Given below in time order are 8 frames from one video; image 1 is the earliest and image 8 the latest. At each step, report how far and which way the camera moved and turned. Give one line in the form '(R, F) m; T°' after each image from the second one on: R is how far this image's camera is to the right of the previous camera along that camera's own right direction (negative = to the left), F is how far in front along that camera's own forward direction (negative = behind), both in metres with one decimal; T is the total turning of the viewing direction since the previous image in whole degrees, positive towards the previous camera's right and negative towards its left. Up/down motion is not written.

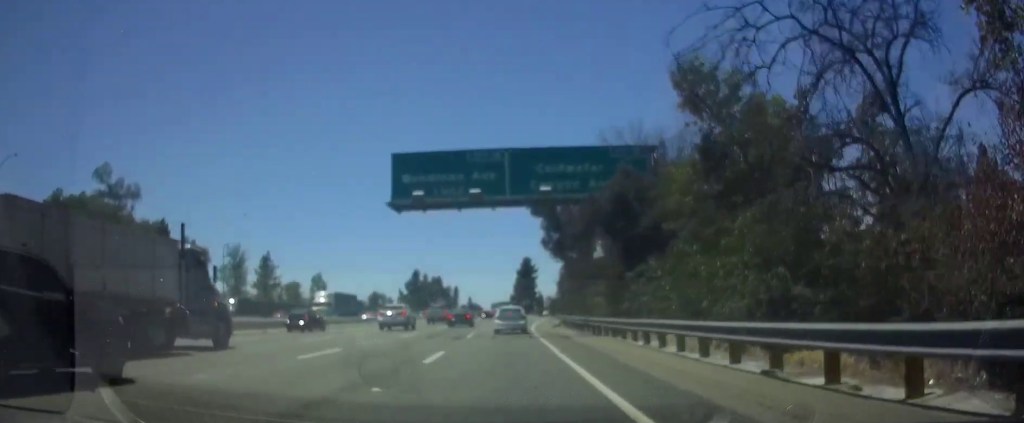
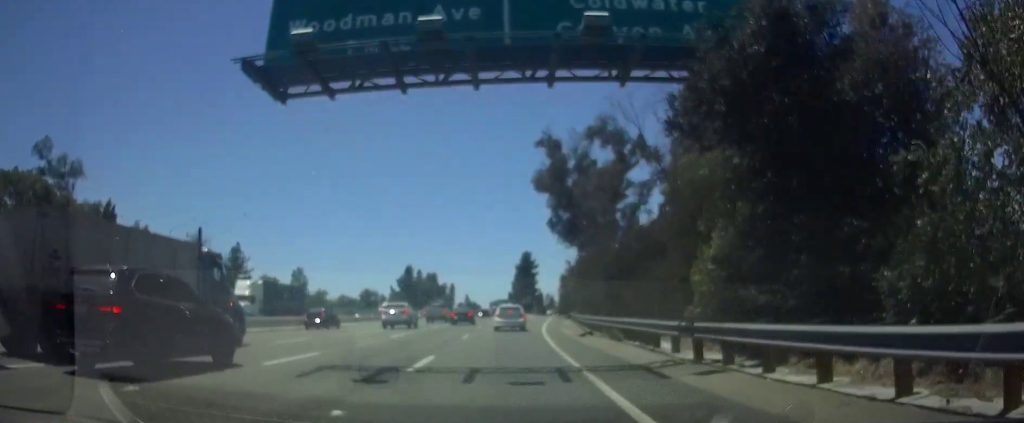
(0.0, +16.9) m; 0°
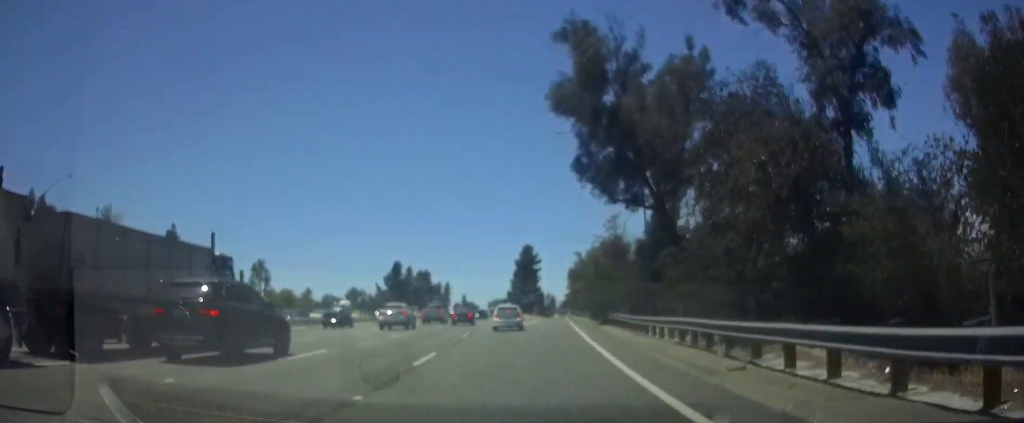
(0.0, +27.5) m; 0°
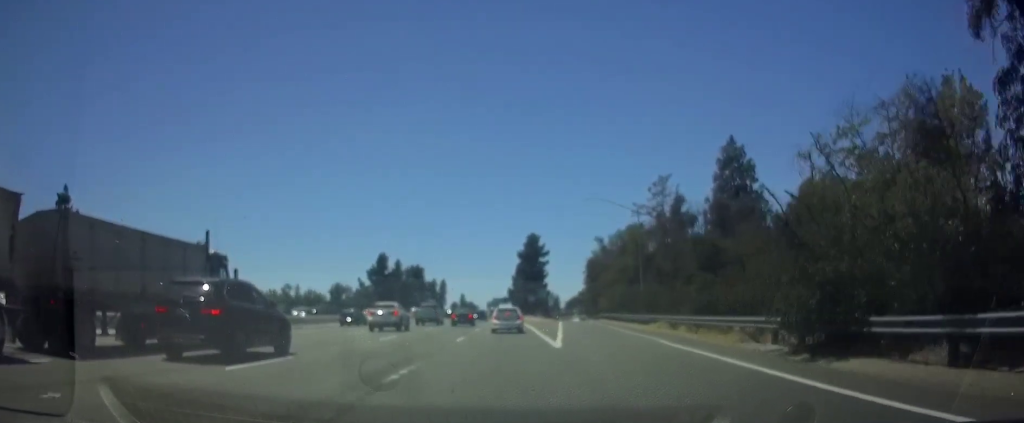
(+0.1, +31.1) m; 0°
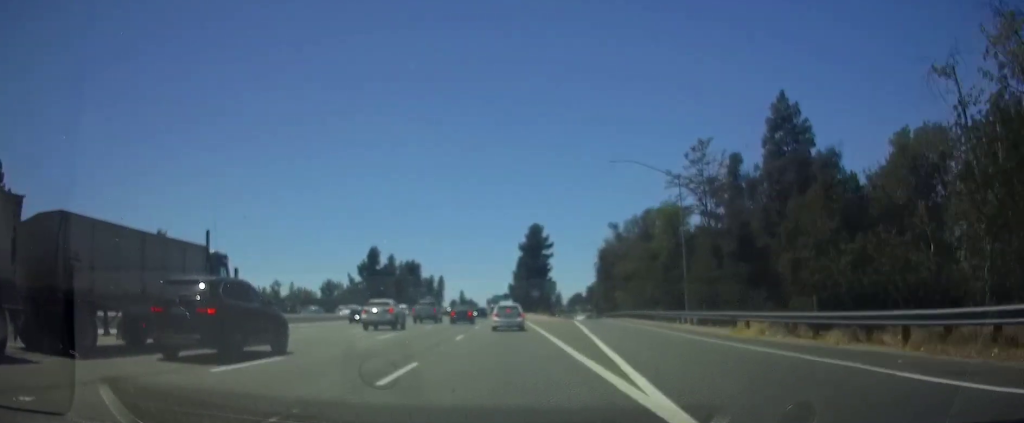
(-0.1, +14.8) m; 0°
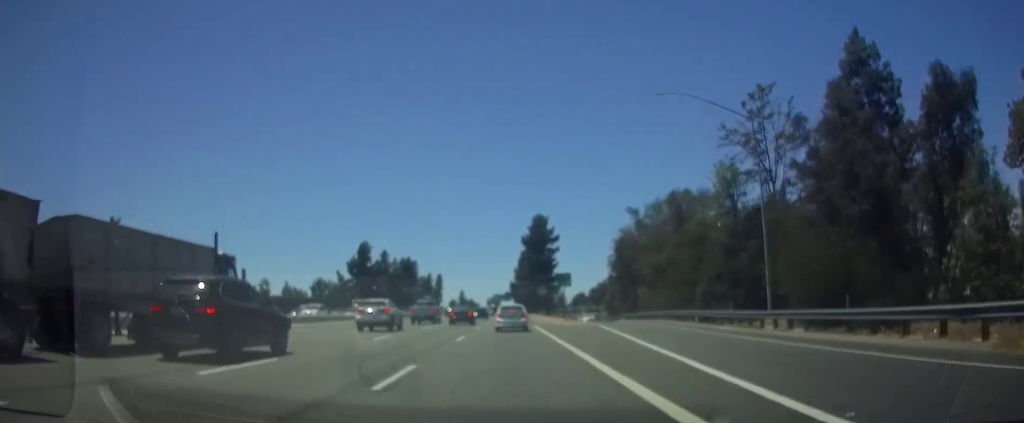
(0.0, +14.6) m; 0°
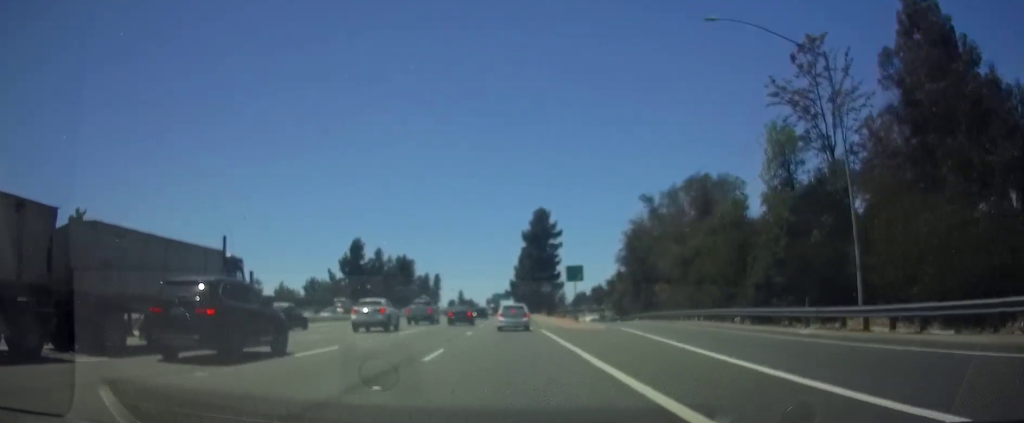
(0.0, +9.1) m; 0°
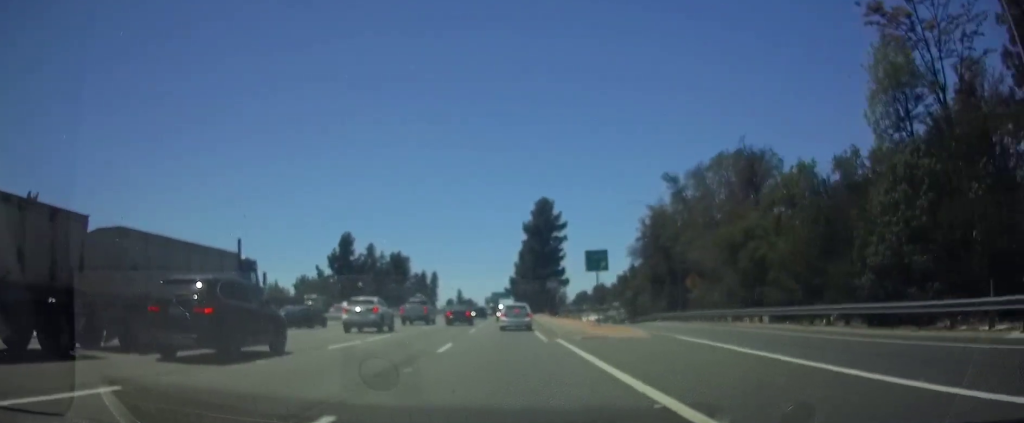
(0.0, +11.7) m; 0°
